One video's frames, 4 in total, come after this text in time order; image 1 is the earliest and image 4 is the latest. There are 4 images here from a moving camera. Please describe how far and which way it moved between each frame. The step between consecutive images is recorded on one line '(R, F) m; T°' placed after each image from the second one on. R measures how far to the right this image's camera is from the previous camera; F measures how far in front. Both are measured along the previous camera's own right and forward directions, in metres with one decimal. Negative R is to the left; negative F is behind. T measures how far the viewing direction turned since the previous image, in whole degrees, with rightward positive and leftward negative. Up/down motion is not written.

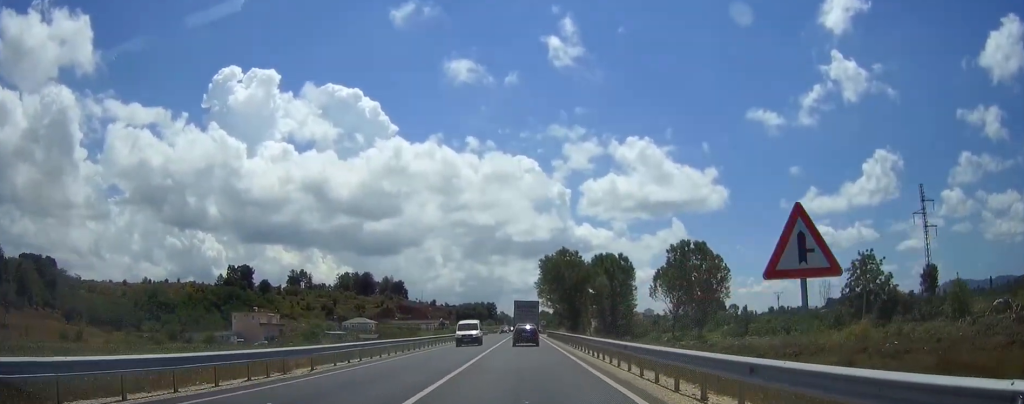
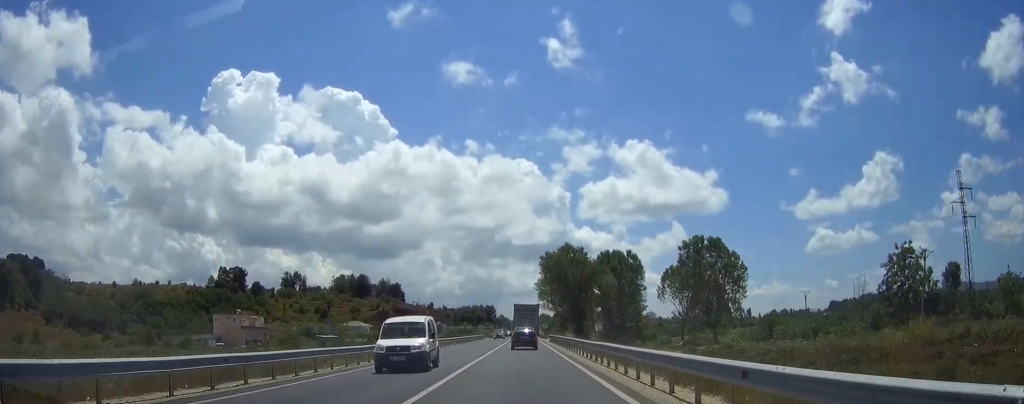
(0.0, +12.0) m; 0°
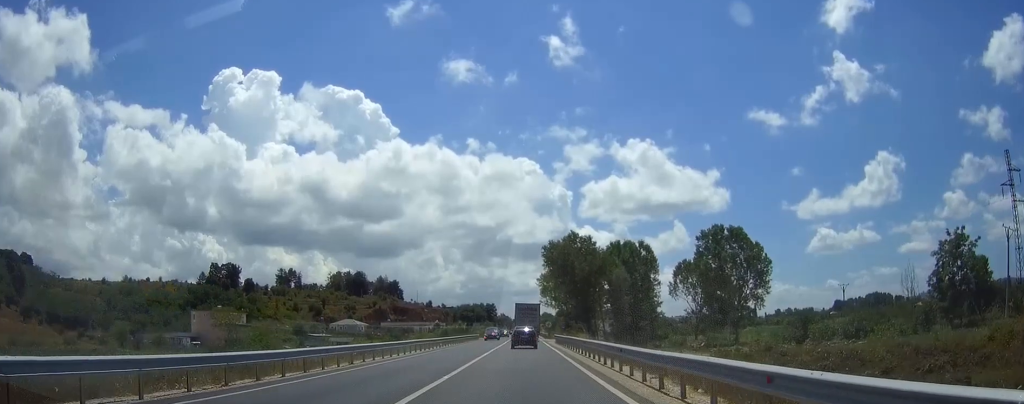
(0.0, +13.1) m; 0°
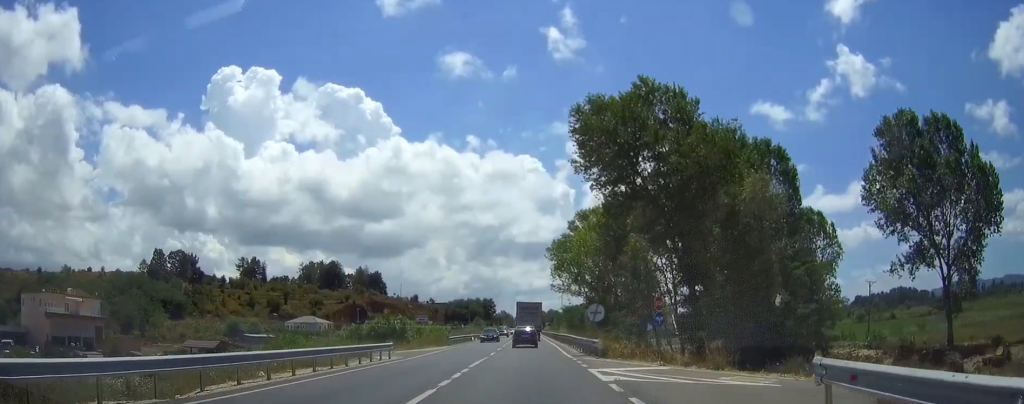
(-0.7, +65.4) m; 0°
